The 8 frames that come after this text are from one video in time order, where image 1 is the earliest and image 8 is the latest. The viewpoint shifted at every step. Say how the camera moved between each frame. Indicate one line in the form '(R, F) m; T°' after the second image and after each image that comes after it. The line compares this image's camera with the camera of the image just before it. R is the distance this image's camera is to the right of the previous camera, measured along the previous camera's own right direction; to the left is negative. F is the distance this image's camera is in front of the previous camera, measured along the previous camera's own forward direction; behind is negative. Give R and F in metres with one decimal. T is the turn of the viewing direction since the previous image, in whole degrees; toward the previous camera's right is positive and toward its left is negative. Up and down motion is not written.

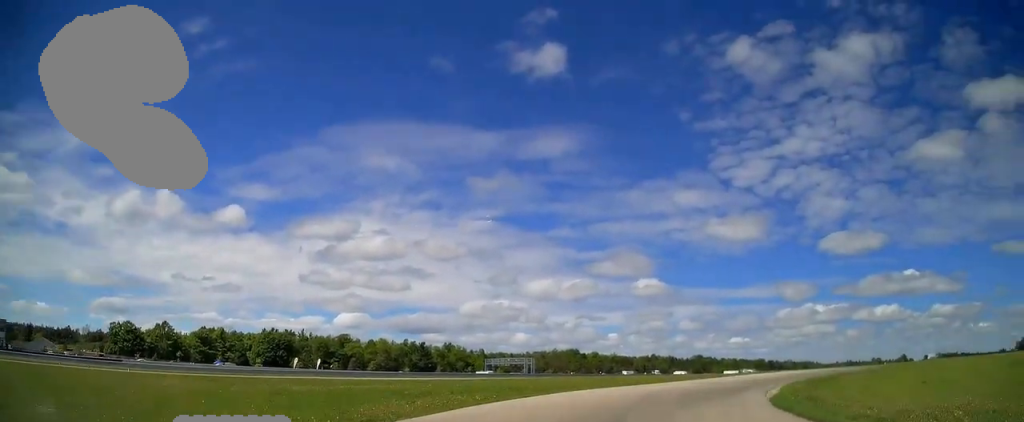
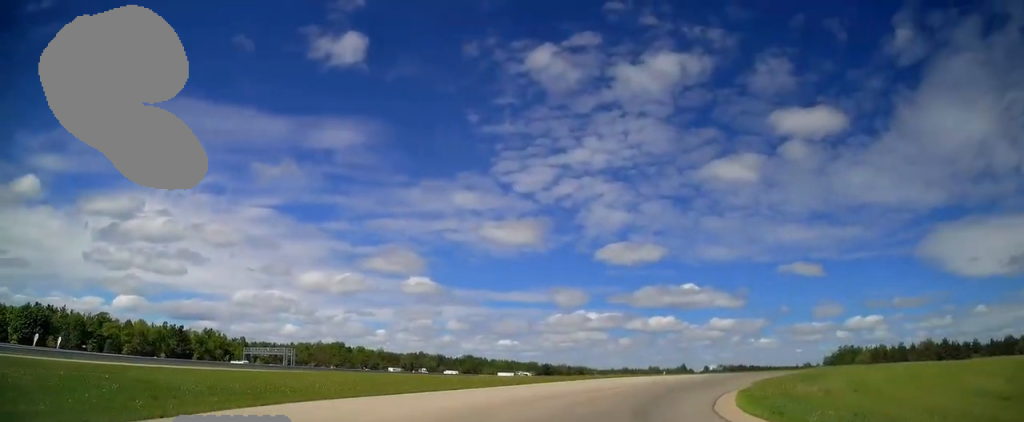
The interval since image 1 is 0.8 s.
(+2.6, +17.9) m; +19°
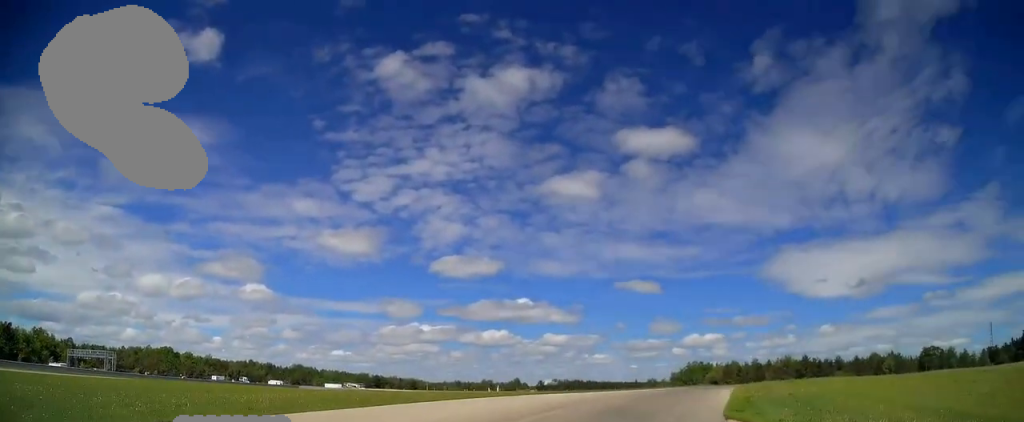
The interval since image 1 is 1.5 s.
(+2.8, +14.6) m; +15°
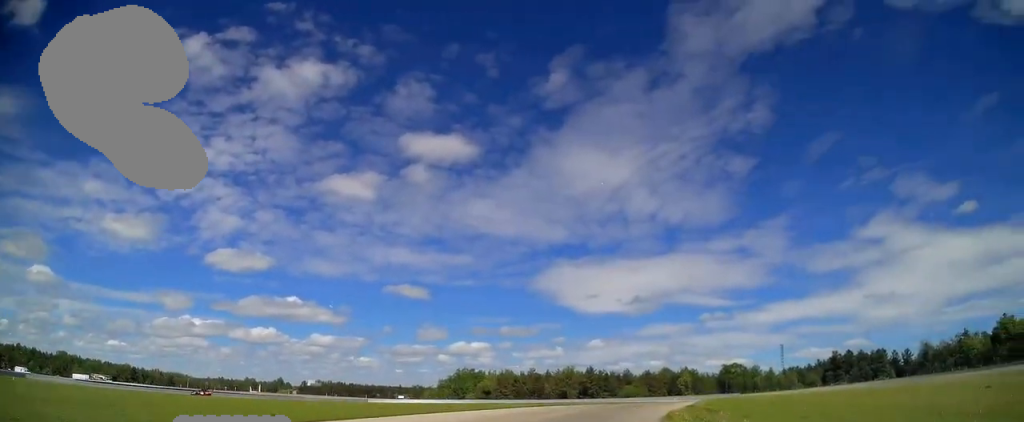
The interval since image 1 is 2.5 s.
(+4.9, +23.9) m; +21°
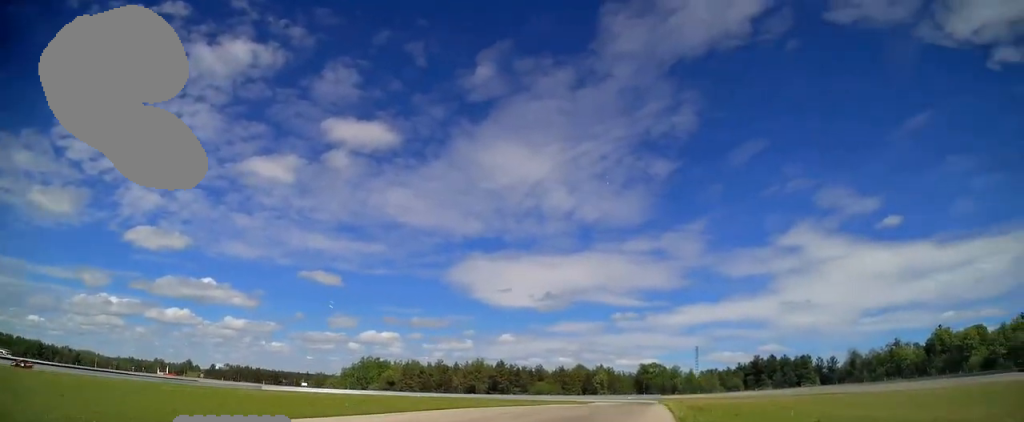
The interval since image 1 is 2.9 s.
(+0.3, +12.0) m; +8°
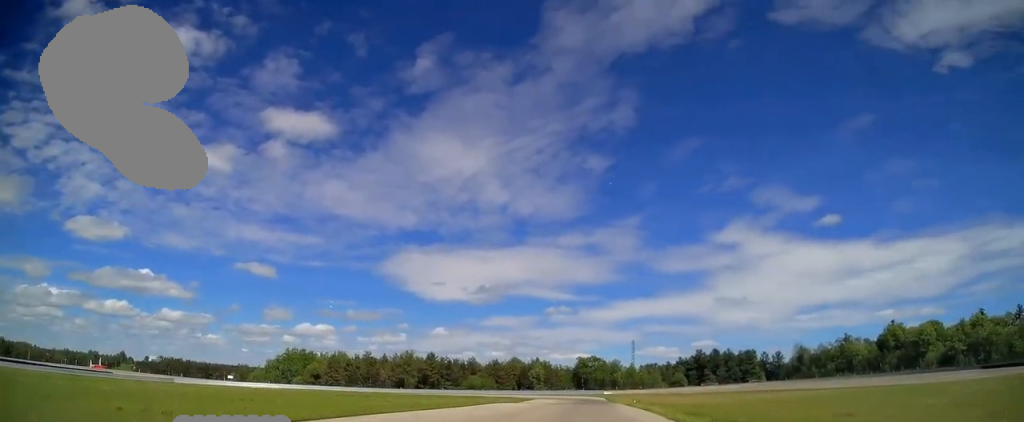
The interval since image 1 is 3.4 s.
(+1.5, +11.6) m; +3°
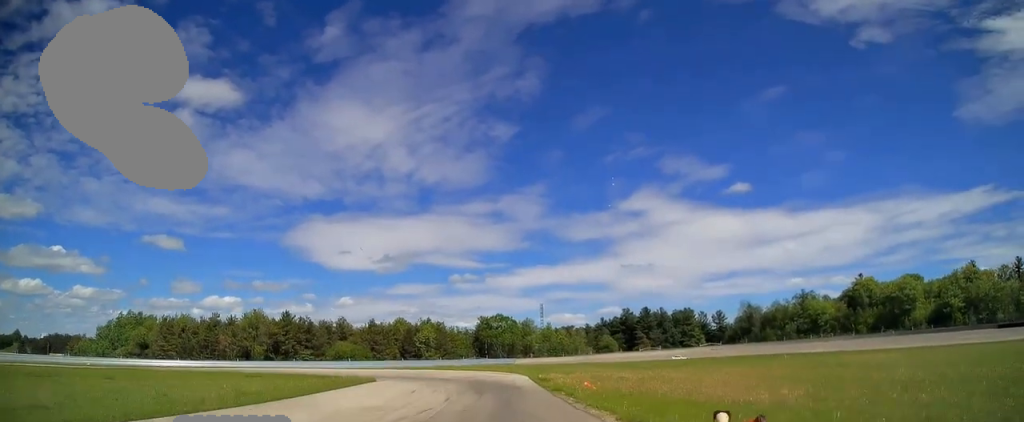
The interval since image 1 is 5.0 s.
(+3.4, +43.6) m; +6°
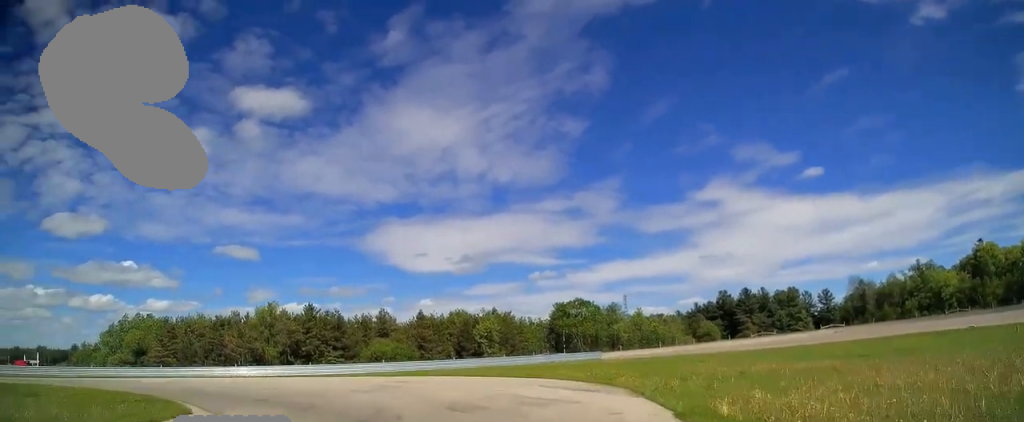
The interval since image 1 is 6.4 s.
(-0.5, +30.2) m; -14°
